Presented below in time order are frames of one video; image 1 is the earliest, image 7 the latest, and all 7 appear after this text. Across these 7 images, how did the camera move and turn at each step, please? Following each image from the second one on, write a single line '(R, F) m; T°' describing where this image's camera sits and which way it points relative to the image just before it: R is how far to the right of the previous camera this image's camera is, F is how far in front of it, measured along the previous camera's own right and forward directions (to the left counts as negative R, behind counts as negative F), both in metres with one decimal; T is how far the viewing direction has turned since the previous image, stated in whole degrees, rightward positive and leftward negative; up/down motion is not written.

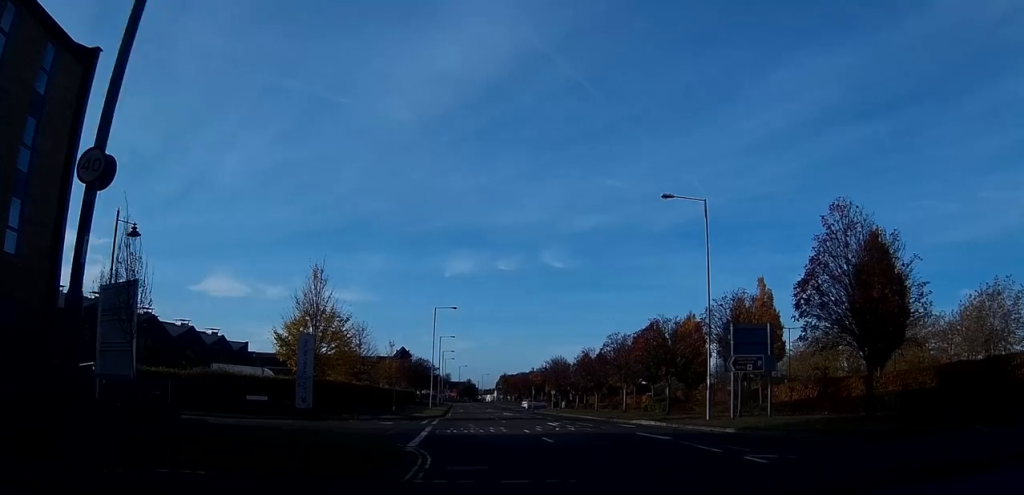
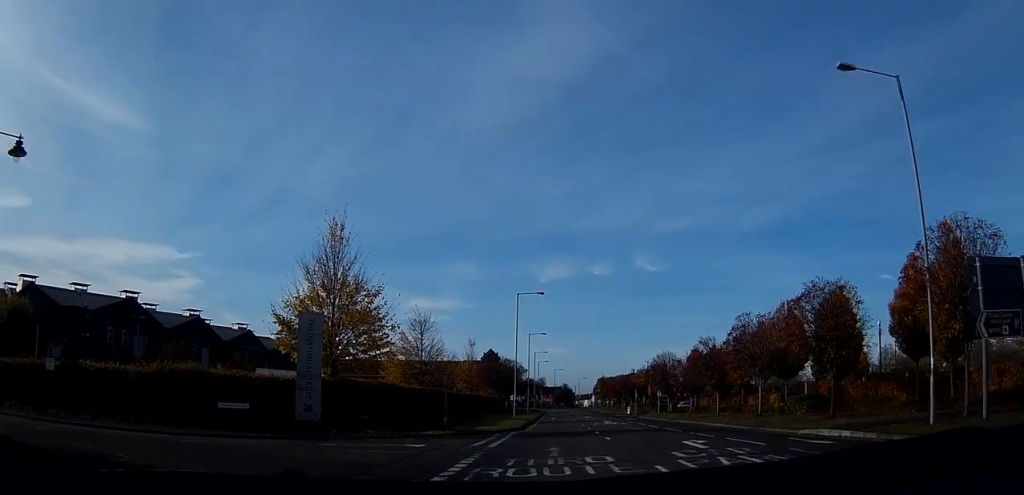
(-1.1, +14.4) m; -11°
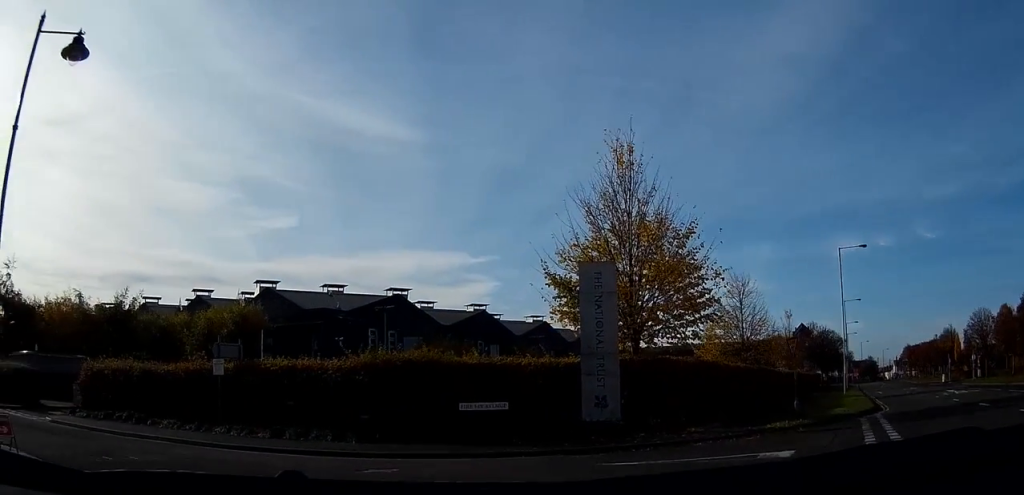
(-1.4, +9.0) m; -24°
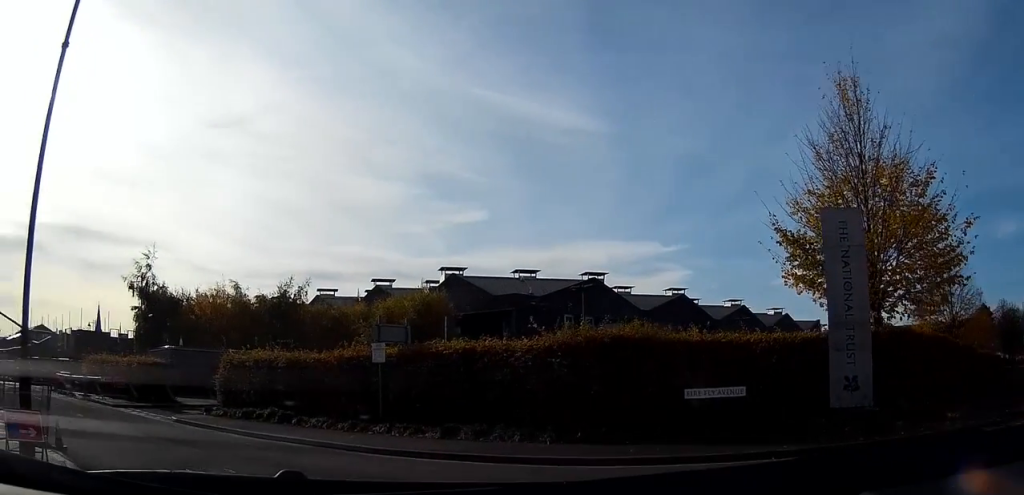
(-0.6, +4.3) m; -17°
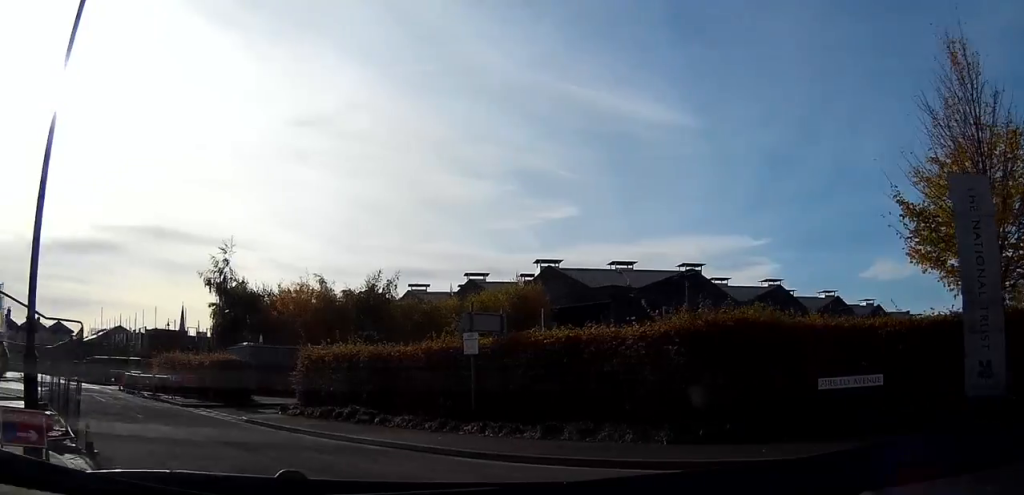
(-0.4, +1.9) m; -8°
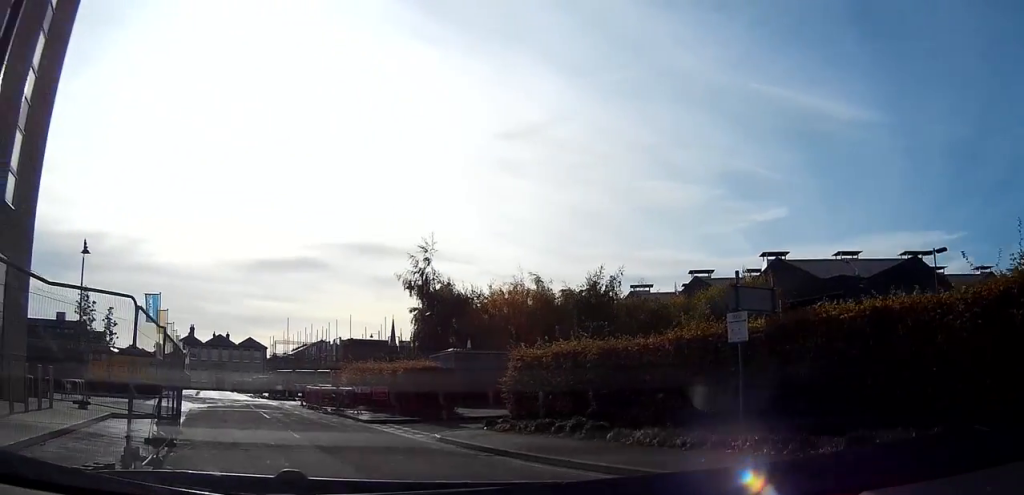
(-0.8, +4.5) m; -18°
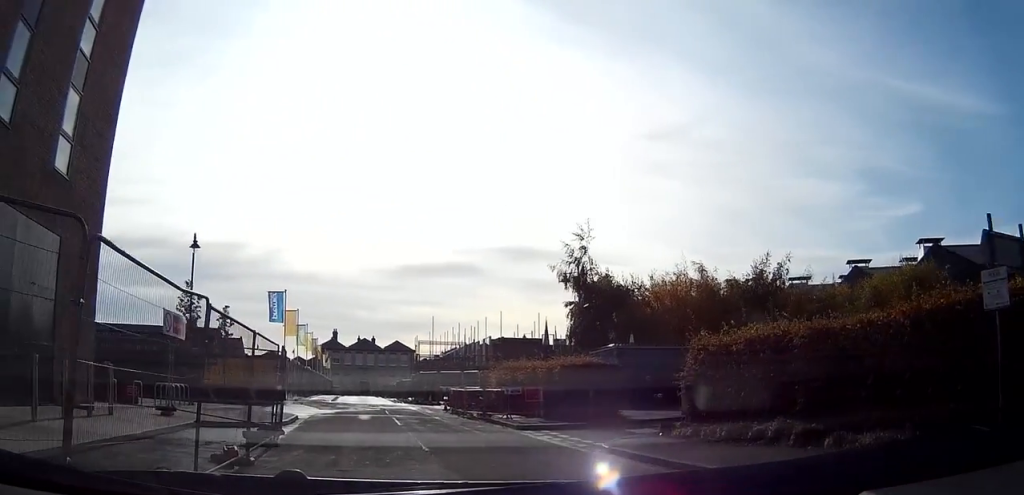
(-0.4, +3.5) m; -11°
